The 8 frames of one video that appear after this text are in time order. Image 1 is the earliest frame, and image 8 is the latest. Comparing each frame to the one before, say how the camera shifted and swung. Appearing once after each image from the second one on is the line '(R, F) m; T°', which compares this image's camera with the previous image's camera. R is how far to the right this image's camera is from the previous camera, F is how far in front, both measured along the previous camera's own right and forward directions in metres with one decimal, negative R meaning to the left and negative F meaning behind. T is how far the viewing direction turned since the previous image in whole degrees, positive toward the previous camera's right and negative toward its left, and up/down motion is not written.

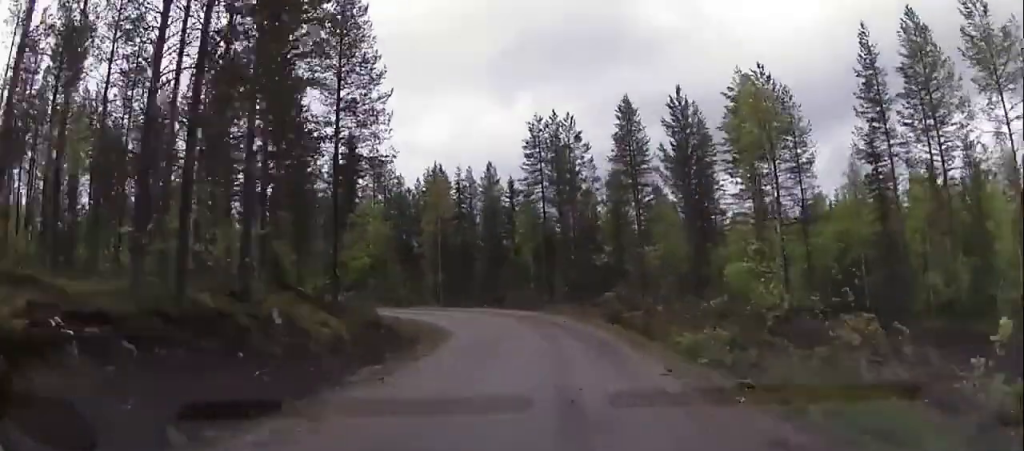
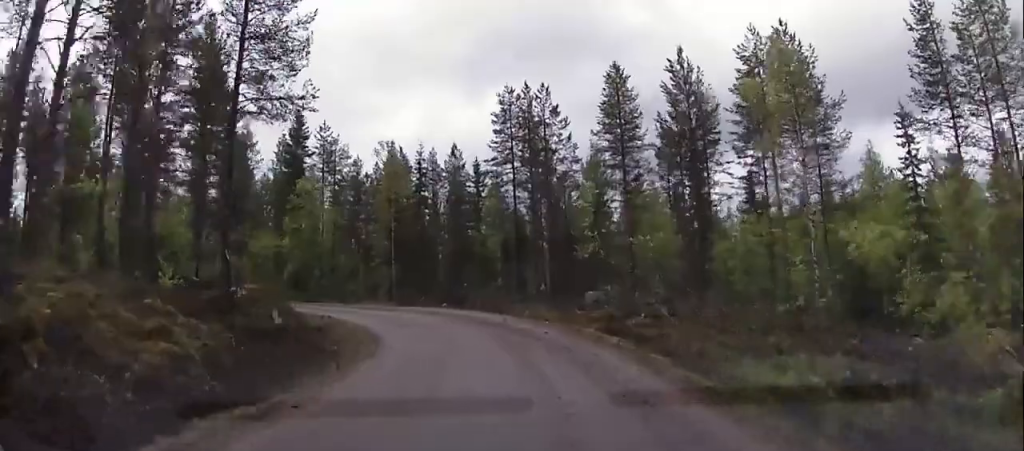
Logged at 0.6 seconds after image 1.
(+0.3, +7.3) m; +1°
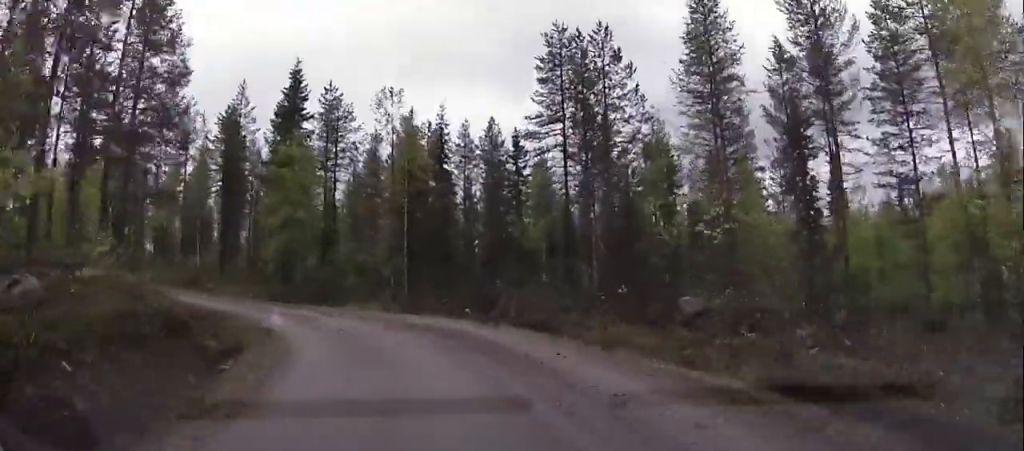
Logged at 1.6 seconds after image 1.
(-0.3, +11.3) m; -7°
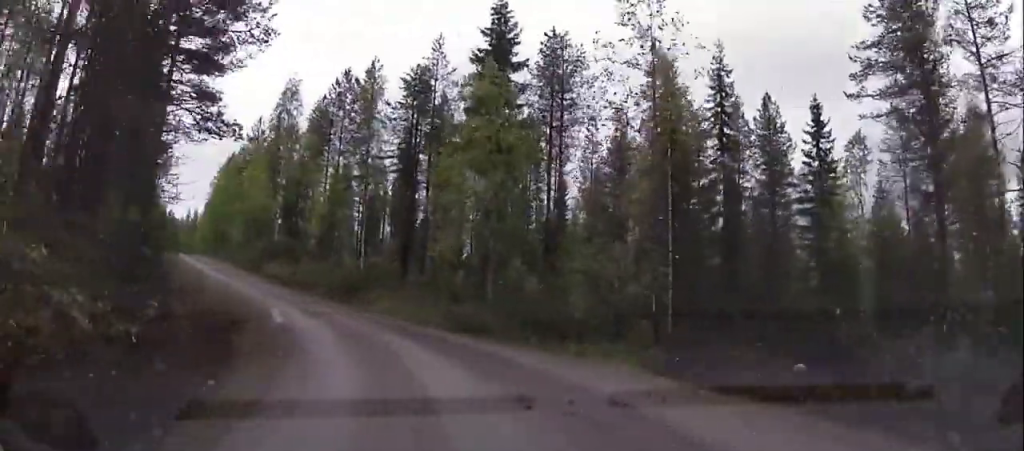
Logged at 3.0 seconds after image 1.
(-2.3, +14.4) m; -20°
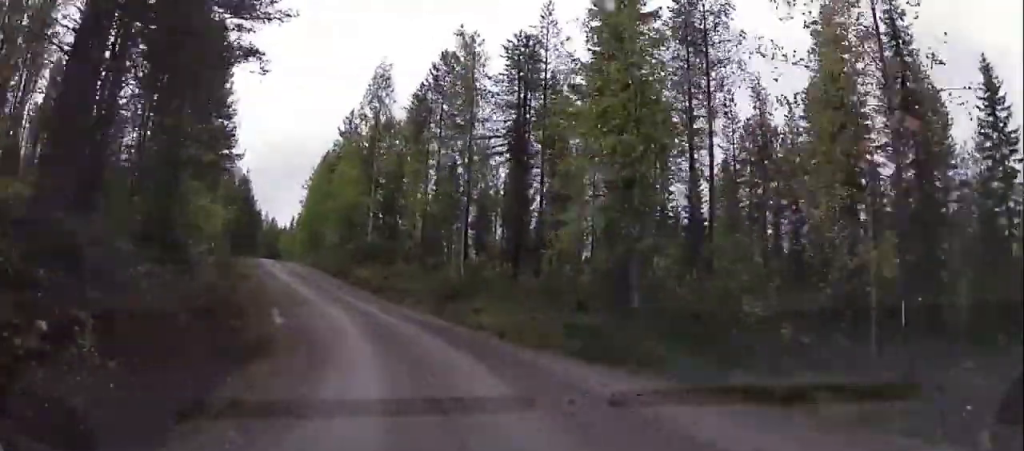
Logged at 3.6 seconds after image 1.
(-0.7, +6.5) m; -10°
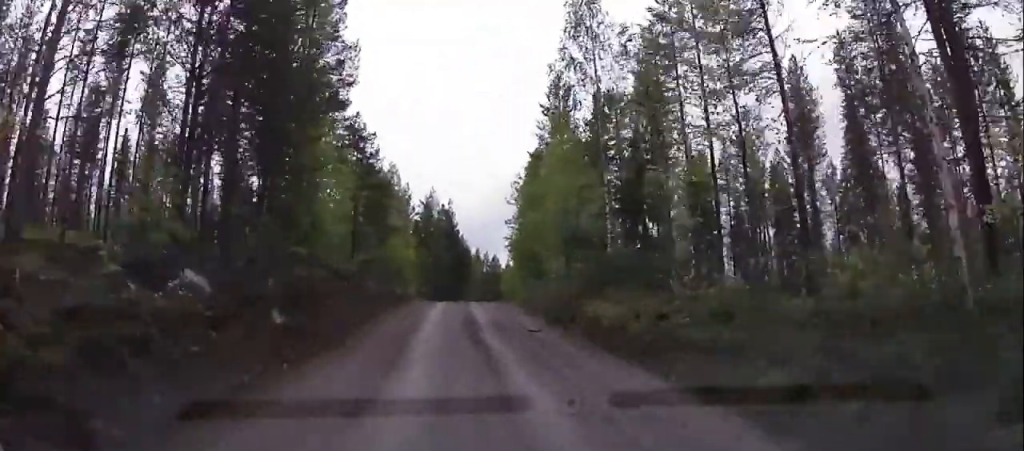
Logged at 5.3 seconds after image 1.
(-3.4, +18.5) m; -16°
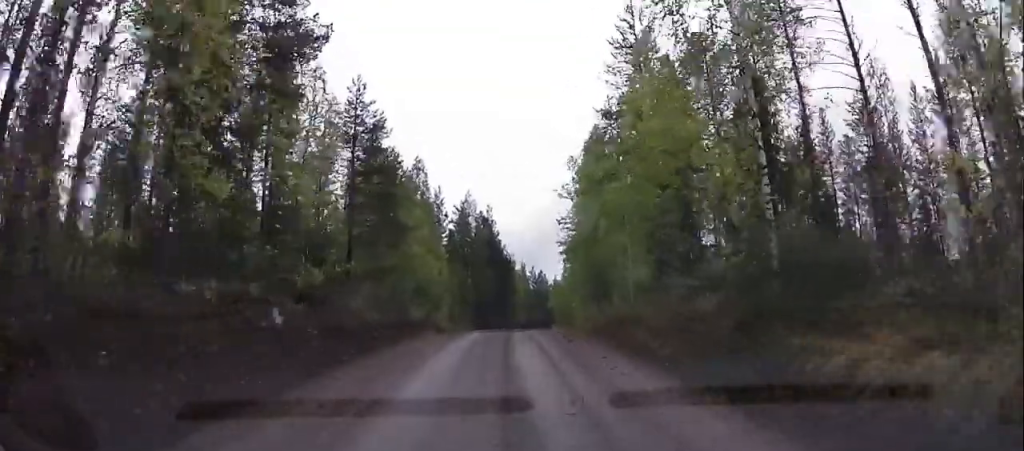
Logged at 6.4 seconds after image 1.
(-0.5, +12.9) m; -2°
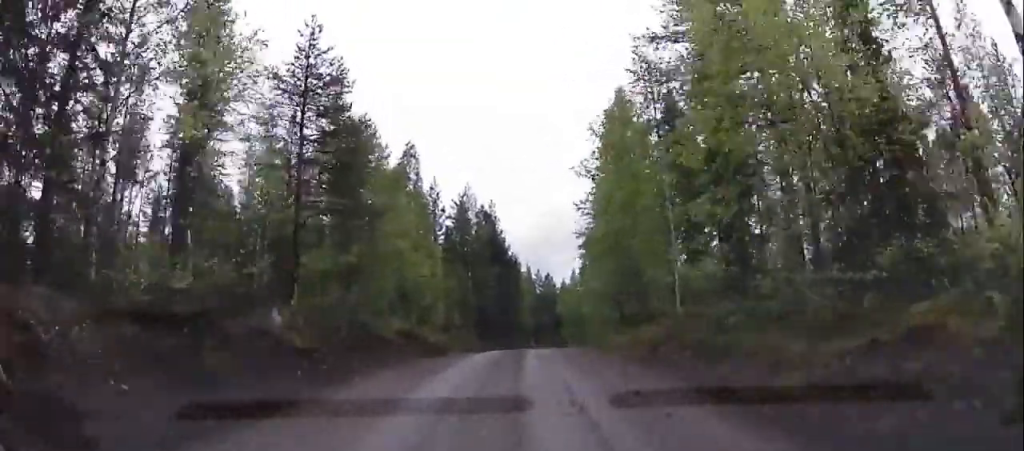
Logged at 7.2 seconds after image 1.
(0.0, +8.8) m; 0°
